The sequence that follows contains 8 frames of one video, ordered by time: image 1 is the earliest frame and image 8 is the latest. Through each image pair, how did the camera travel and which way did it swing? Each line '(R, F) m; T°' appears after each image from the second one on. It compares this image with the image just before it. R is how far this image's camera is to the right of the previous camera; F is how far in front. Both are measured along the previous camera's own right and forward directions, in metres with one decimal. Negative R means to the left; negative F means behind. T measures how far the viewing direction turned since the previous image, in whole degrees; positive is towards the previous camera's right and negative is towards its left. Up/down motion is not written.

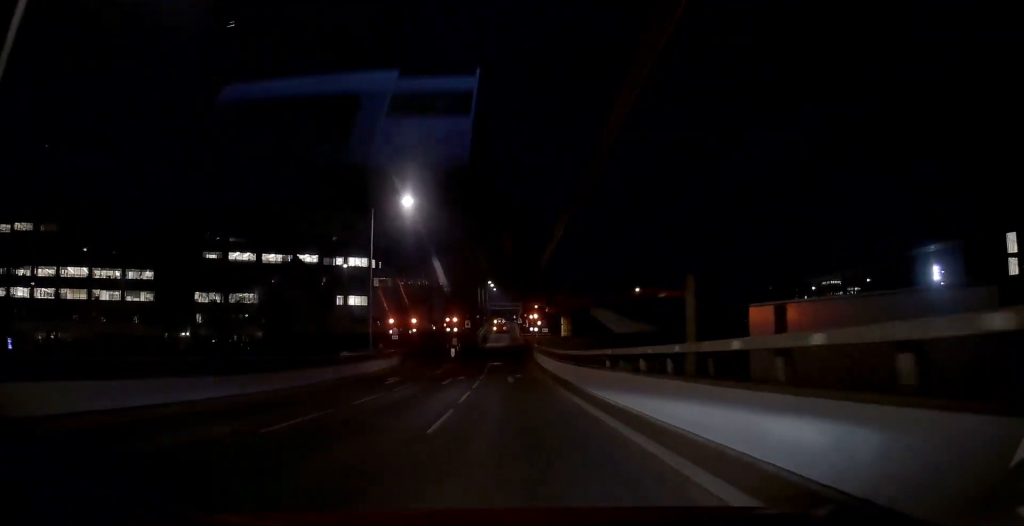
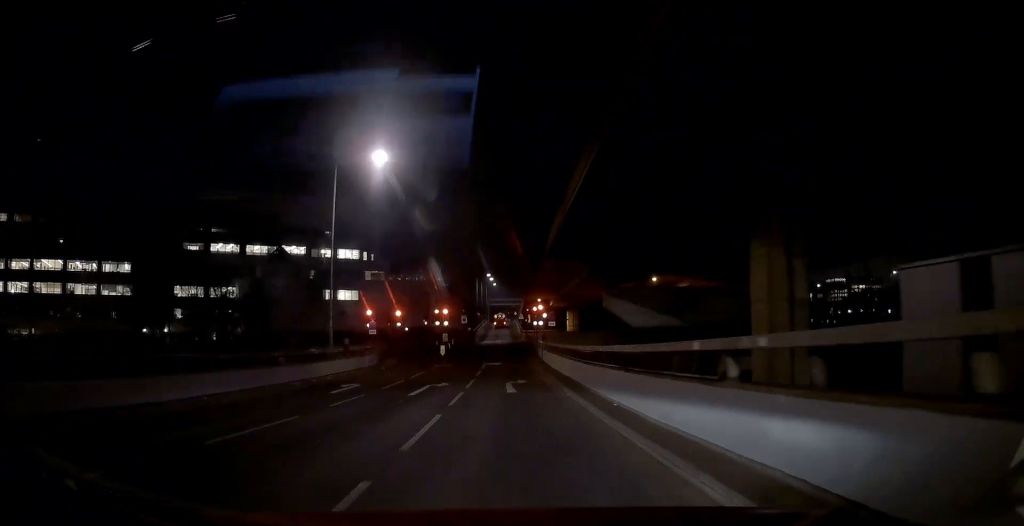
(0.0, +9.8) m; 0°
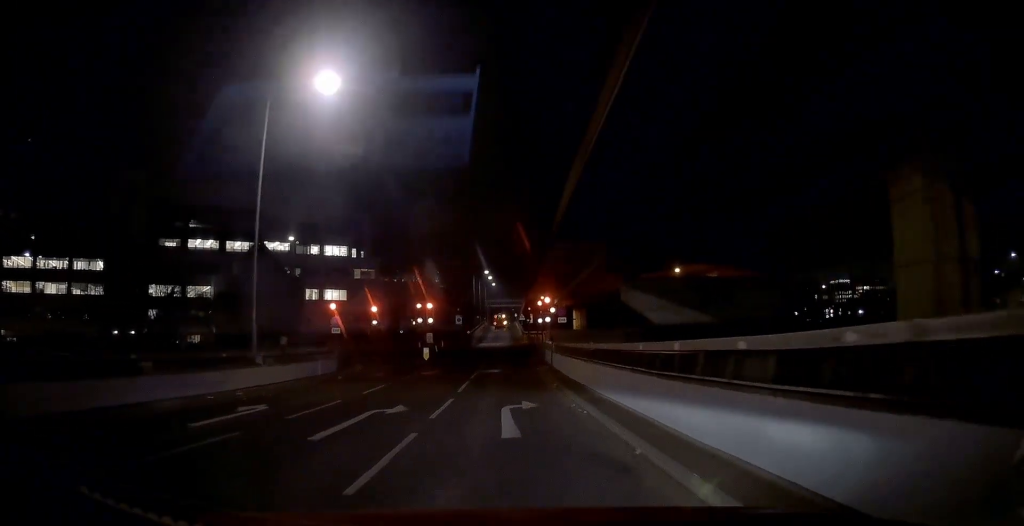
(0.0, +10.8) m; -1°
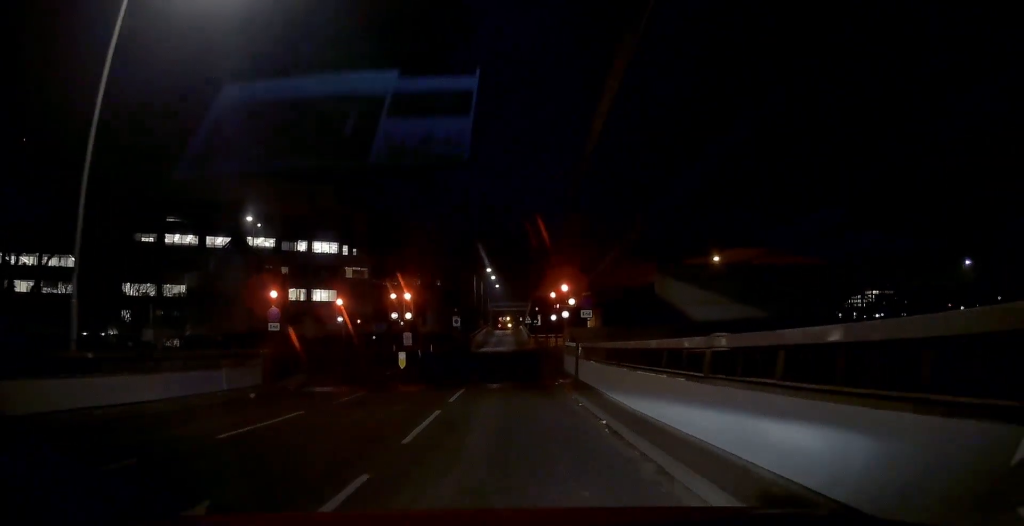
(-0.1, +11.9) m; -1°
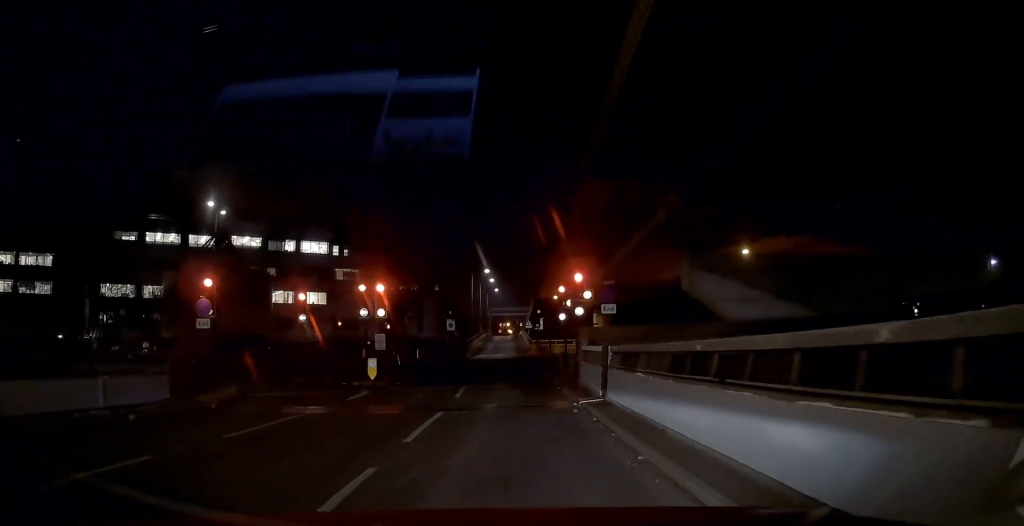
(-0.1, +7.5) m; -1°
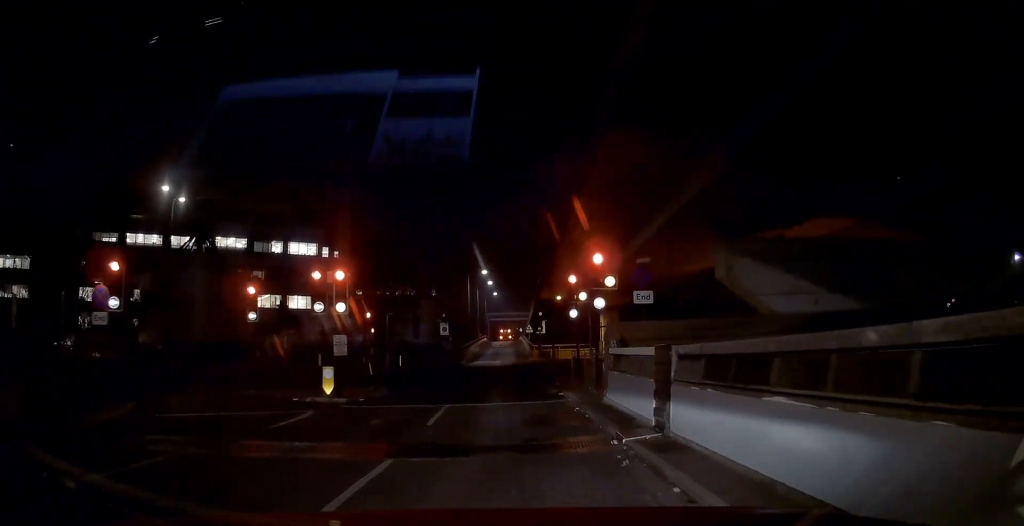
(-0.1, +6.7) m; -1°
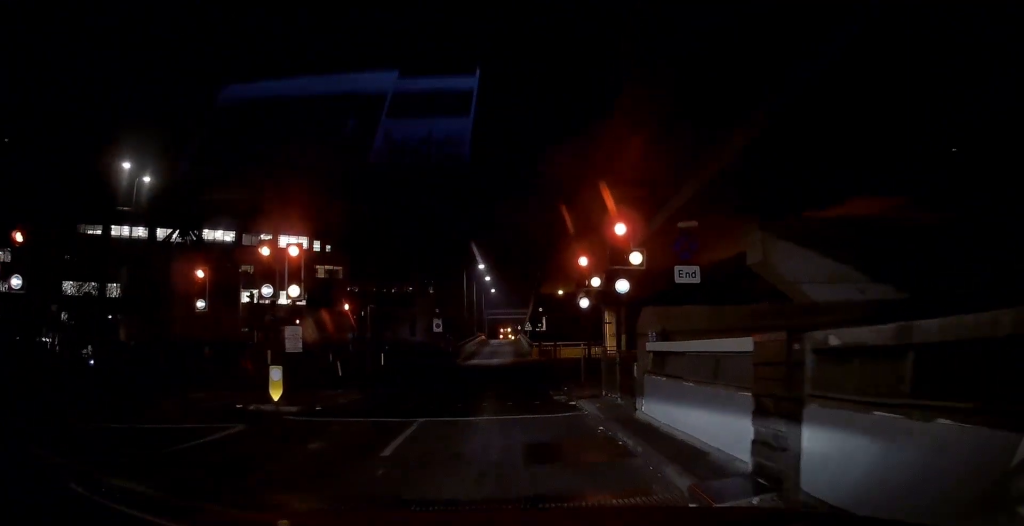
(-0.1, +4.8) m; +3°
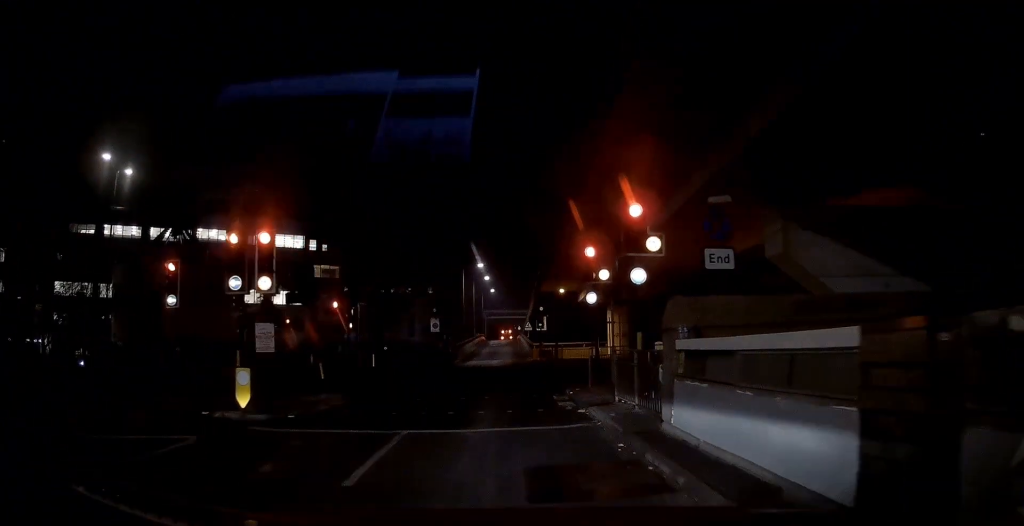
(+0.1, +2.3) m; 0°
